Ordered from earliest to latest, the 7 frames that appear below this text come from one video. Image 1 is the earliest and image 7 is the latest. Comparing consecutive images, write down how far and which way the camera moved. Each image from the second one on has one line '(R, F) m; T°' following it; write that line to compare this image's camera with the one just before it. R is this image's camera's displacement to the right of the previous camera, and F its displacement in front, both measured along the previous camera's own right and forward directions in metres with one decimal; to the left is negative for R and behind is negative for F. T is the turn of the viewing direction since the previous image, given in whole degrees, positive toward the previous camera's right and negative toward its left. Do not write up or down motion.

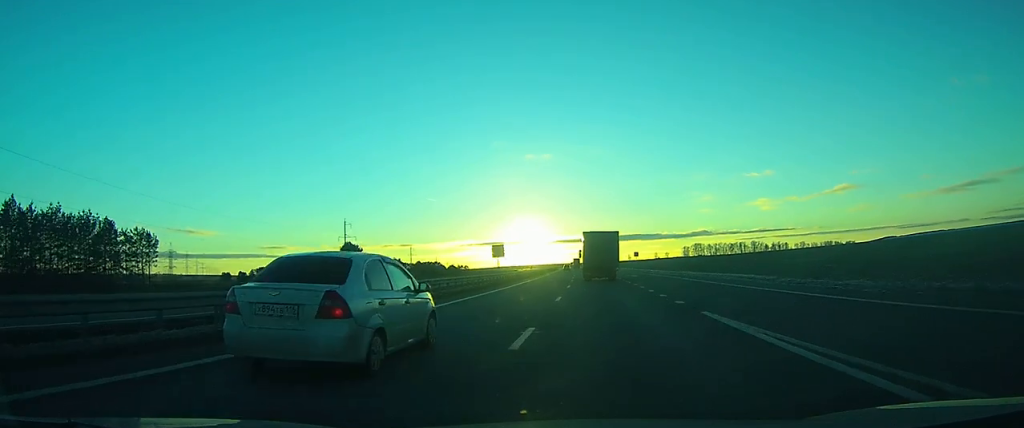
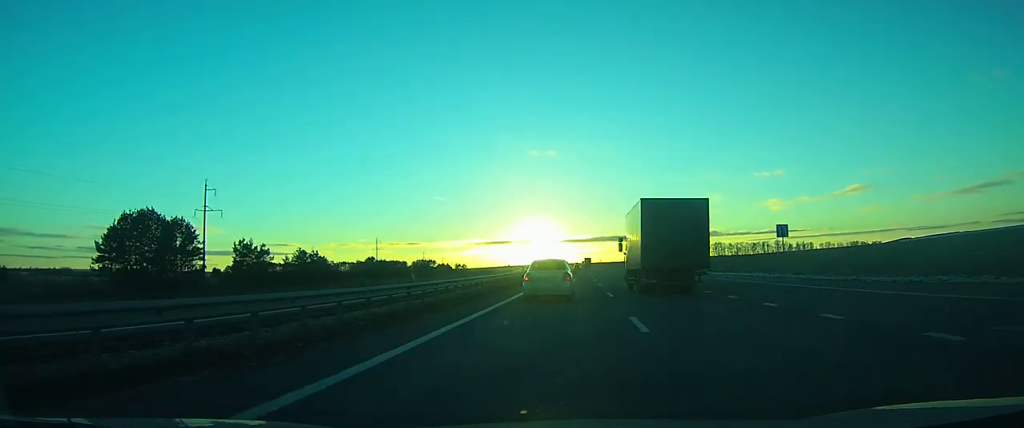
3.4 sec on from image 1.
(-1.7, +85.2) m; -2°
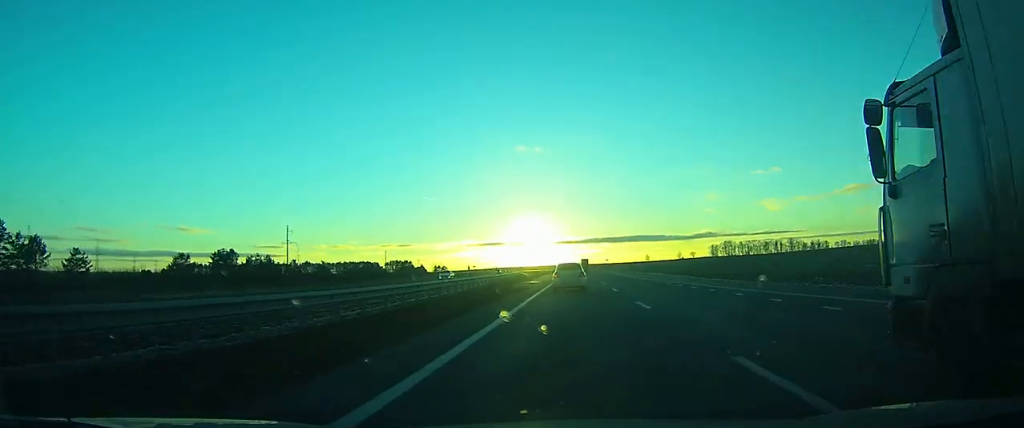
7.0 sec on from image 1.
(-0.1, +88.0) m; 0°
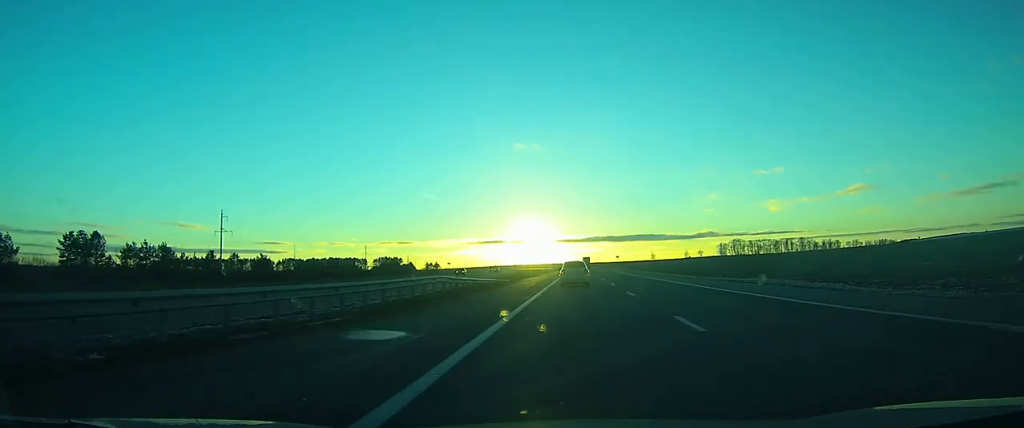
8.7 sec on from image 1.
(+0.1, +39.7) m; 0°
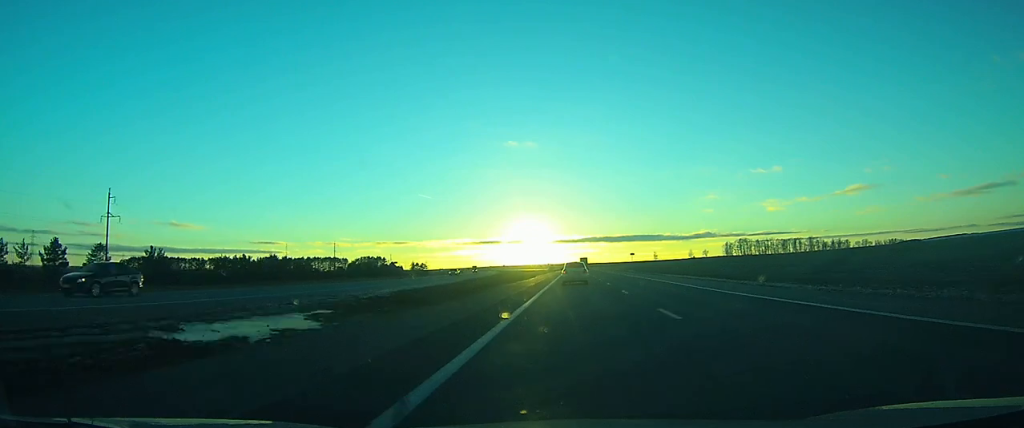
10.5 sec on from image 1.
(0.0, +43.9) m; 0°
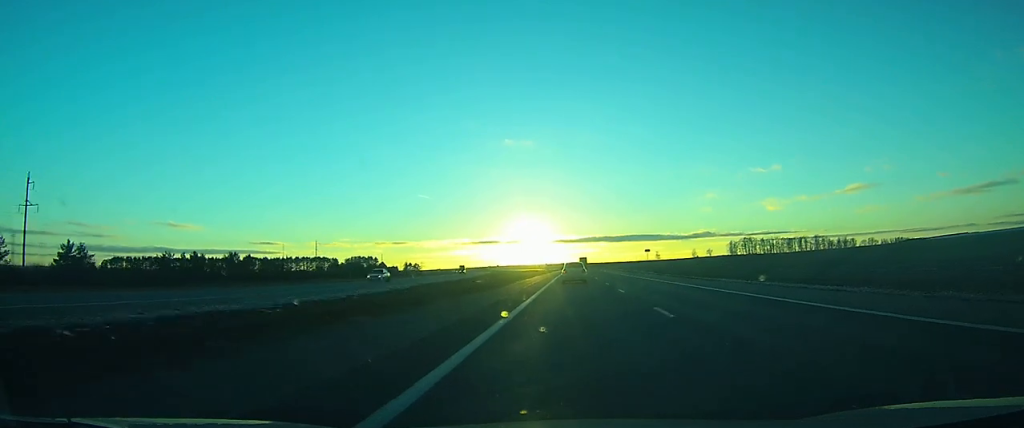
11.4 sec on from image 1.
(0.0, +24.3) m; 0°
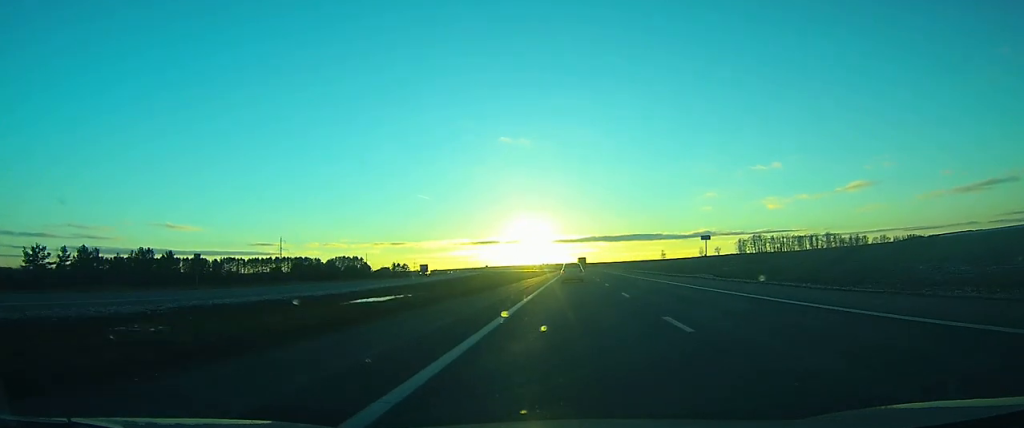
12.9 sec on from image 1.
(+0.1, +39.9) m; 0°
